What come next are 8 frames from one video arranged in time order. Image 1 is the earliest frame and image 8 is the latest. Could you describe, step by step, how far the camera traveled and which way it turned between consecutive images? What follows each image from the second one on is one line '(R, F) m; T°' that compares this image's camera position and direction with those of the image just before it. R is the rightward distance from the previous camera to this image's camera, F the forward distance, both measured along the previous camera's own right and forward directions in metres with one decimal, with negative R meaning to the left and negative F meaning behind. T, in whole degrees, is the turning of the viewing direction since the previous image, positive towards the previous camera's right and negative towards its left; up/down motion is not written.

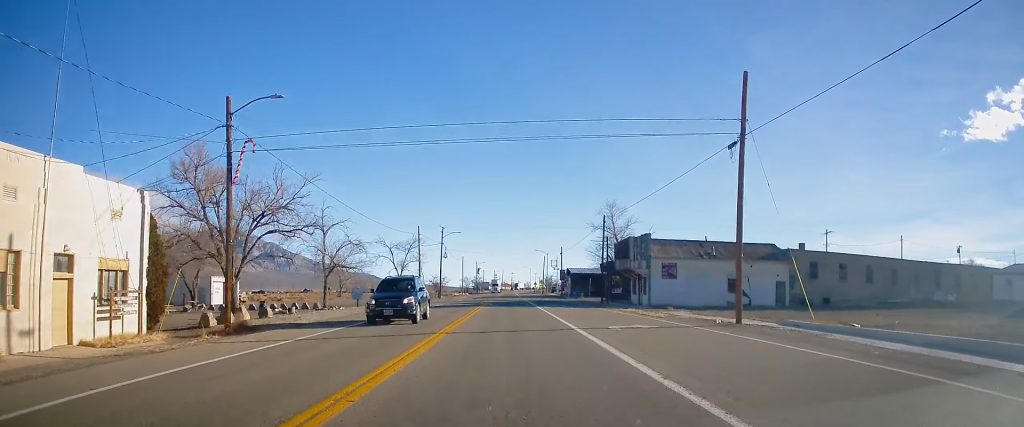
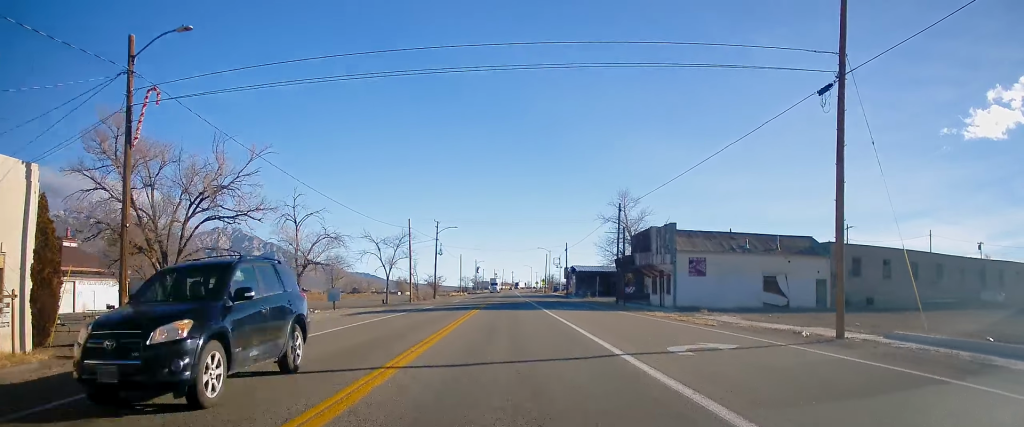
(+0.2, +6.9) m; -1°
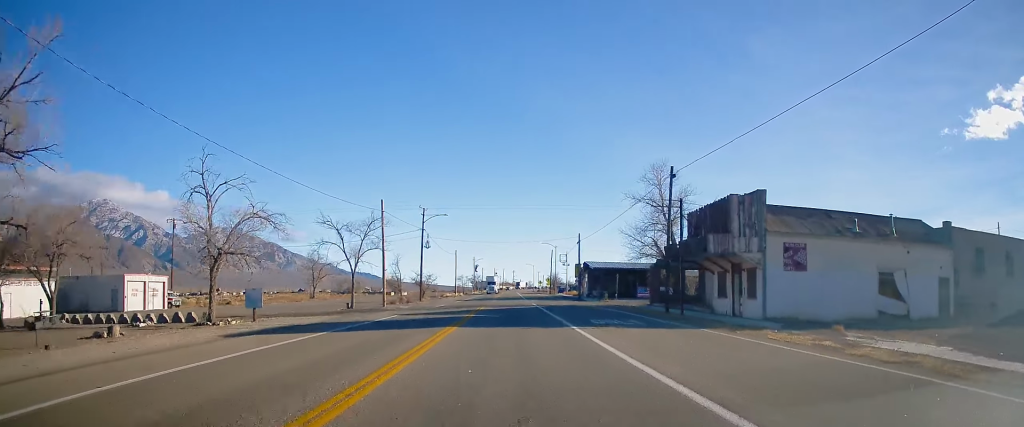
(-0.3, +14.0) m; -2°
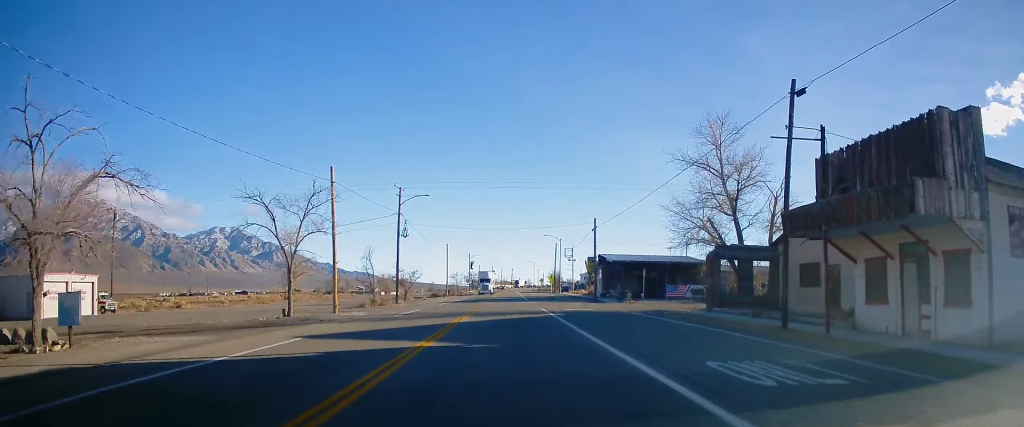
(-0.2, +13.9) m; 0°
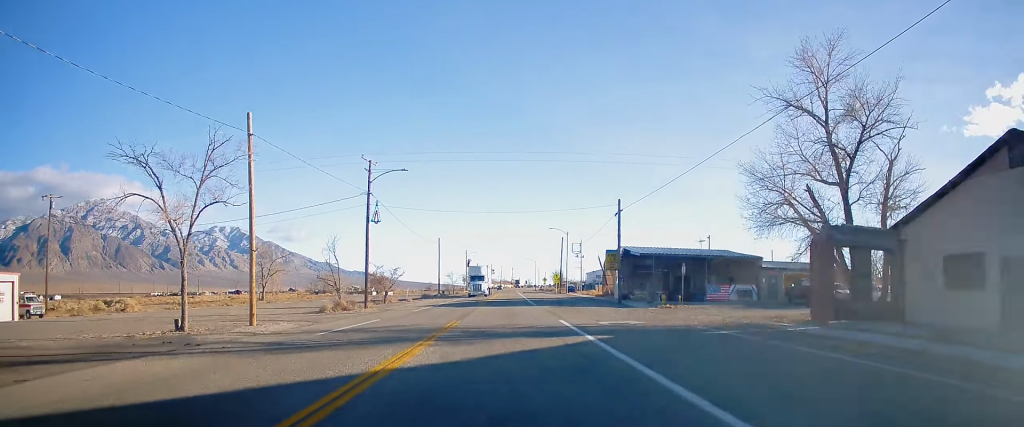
(+0.2, +11.9) m; +1°
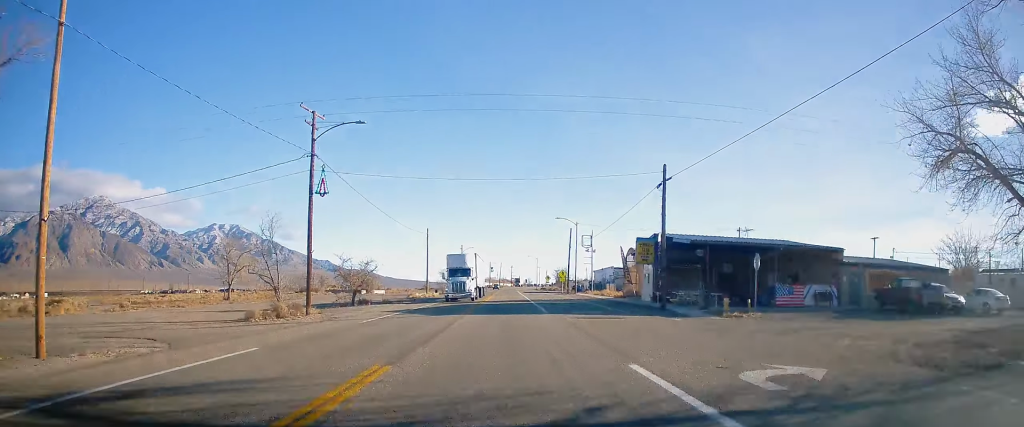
(+0.1, +12.4) m; 0°
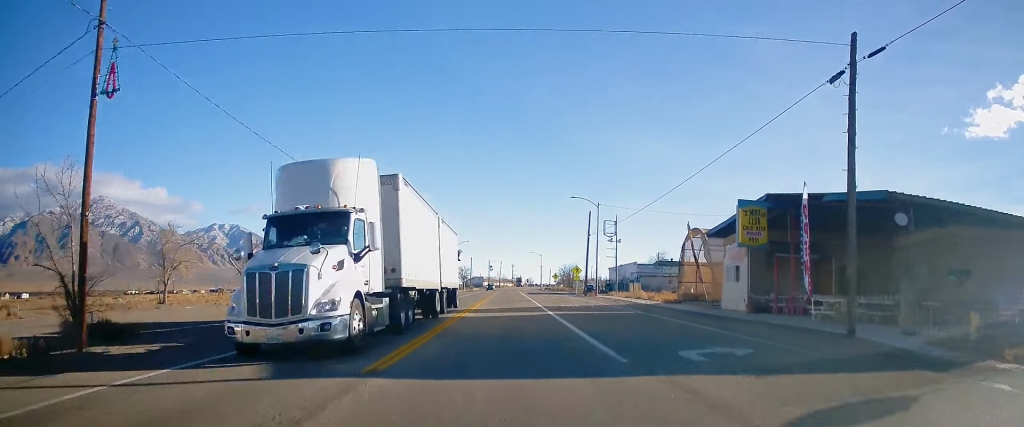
(-0.2, +17.7) m; -1°
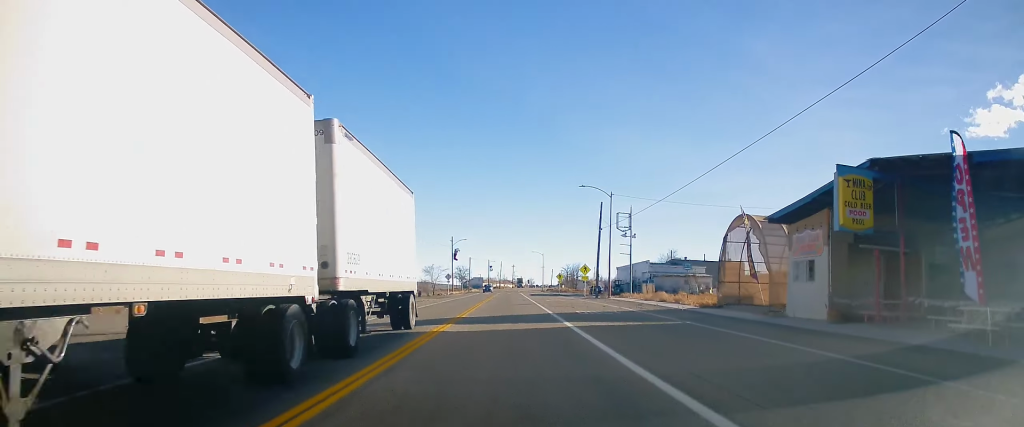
(0.0, +7.2) m; 0°
